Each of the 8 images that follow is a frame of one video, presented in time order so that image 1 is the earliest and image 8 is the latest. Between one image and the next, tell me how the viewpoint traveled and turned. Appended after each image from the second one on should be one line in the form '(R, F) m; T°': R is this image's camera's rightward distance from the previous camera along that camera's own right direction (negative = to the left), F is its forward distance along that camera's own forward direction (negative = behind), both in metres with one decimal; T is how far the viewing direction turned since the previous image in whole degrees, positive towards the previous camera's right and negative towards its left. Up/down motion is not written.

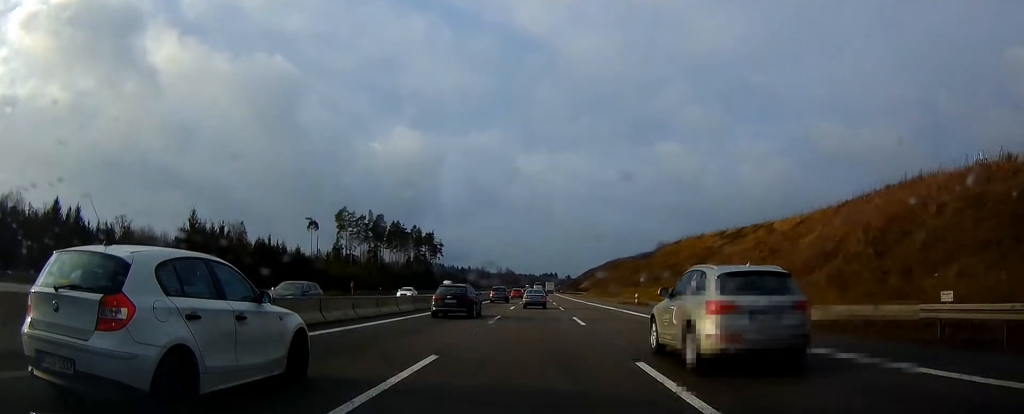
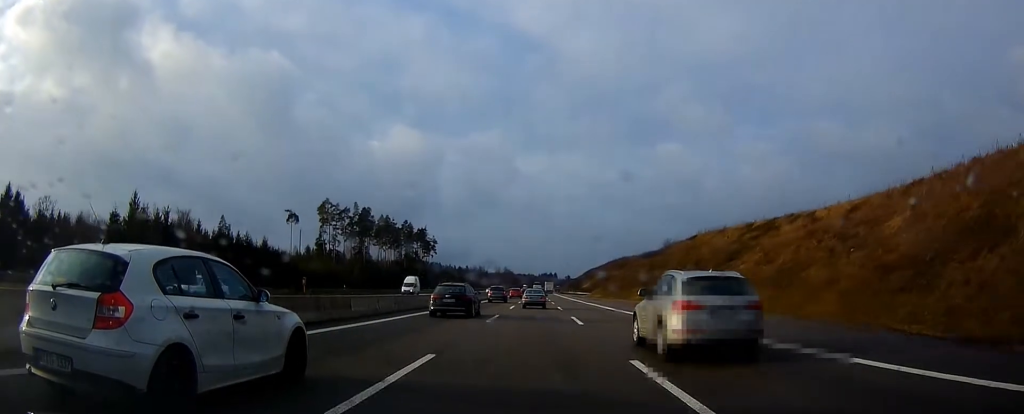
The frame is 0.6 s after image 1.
(+0.3, +18.0) m; 0°
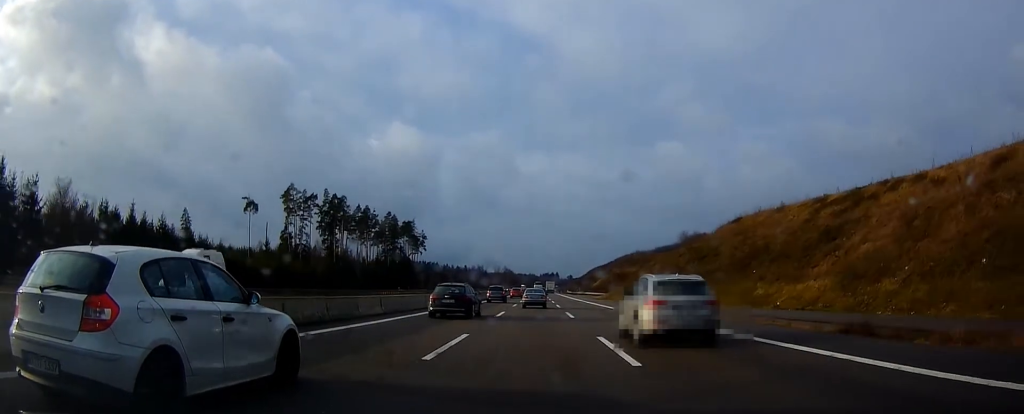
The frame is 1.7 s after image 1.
(-0.4, +30.4) m; 0°
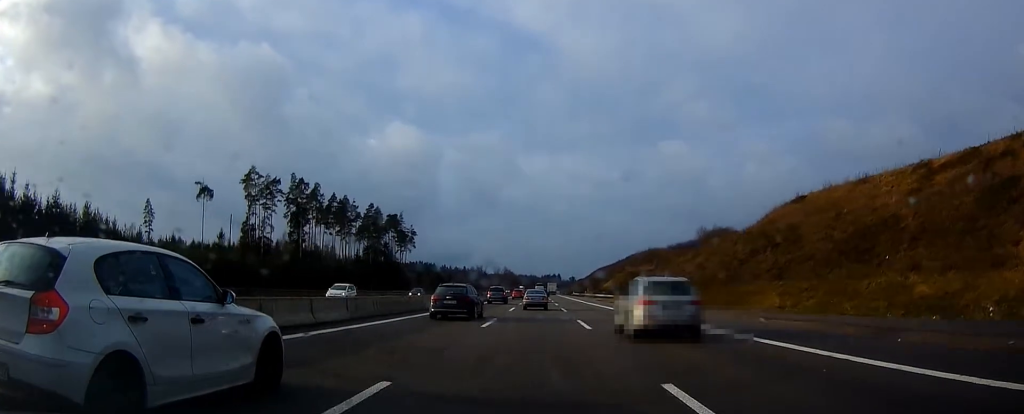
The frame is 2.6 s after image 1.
(+0.3, +26.1) m; +1°
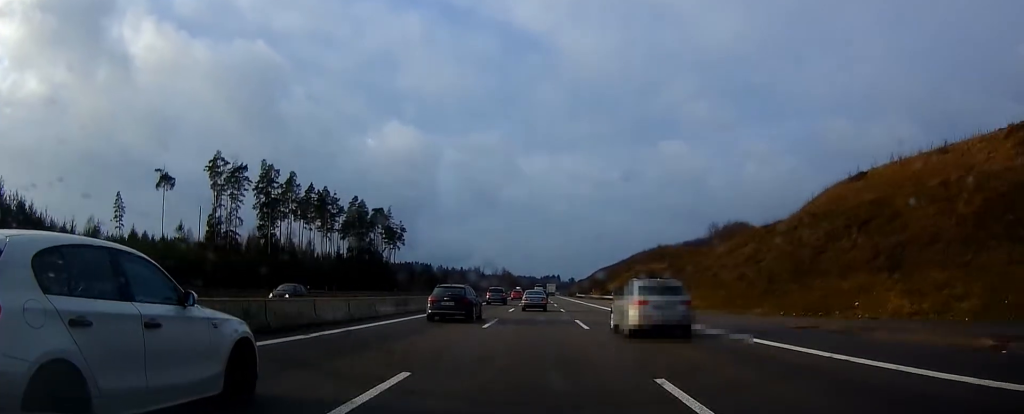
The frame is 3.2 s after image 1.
(+0.1, +17.1) m; 0°
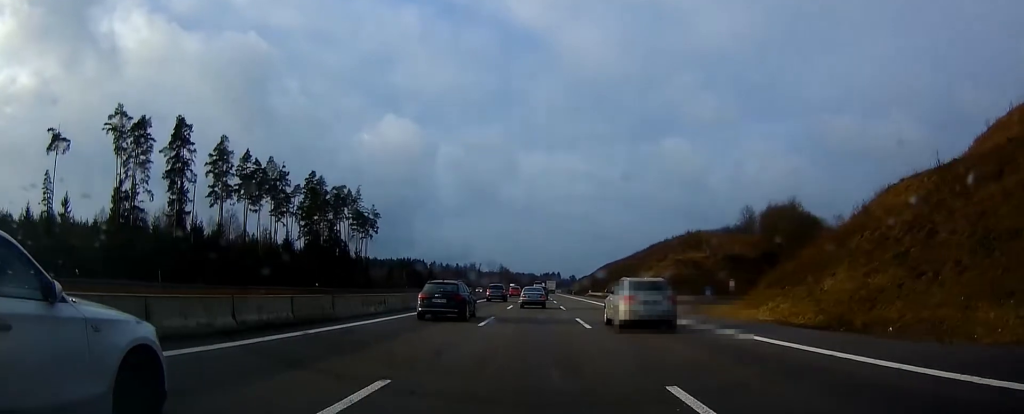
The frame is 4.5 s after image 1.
(-0.5, +36.7) m; -1°
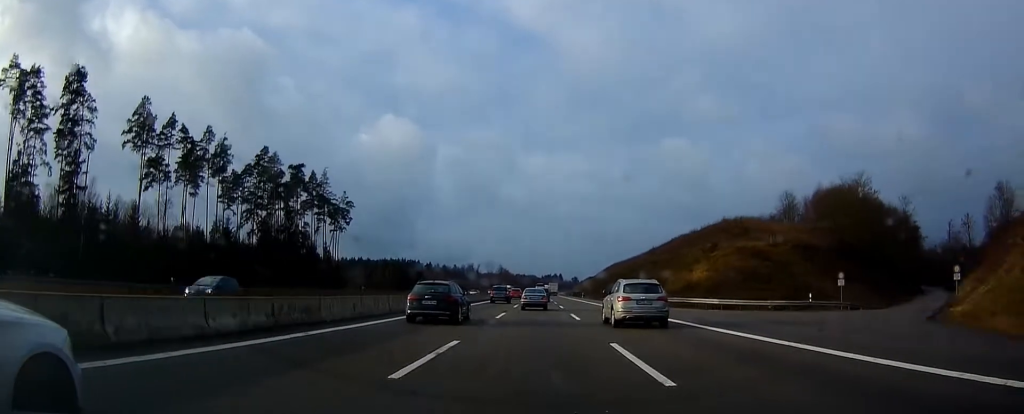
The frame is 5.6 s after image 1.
(+0.1, +29.7) m; +1°
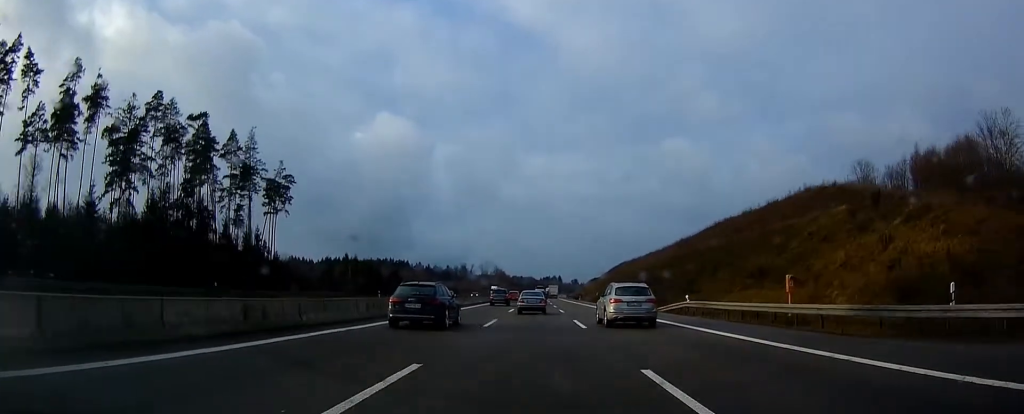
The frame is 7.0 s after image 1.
(+0.3, +40.1) m; -1°
